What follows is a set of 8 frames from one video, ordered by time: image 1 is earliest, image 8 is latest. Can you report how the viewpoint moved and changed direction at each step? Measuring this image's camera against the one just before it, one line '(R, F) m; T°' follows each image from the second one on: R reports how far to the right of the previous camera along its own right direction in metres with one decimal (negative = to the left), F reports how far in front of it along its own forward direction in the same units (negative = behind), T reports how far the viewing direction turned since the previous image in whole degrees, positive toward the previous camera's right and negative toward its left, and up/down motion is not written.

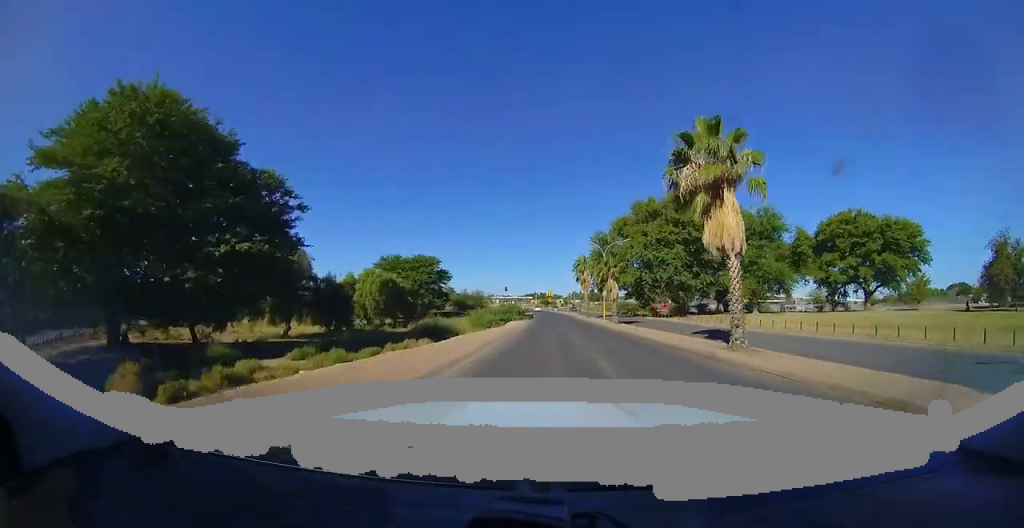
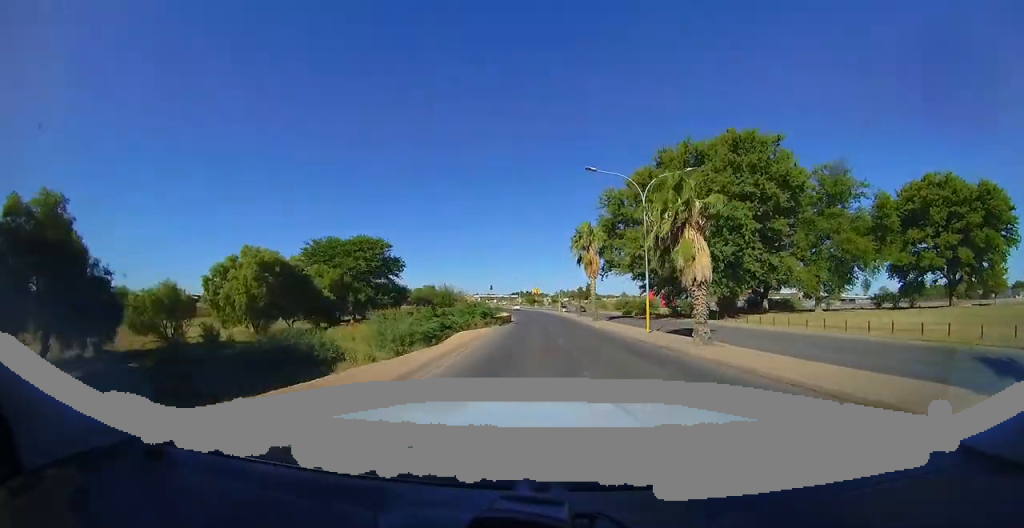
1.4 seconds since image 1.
(0.0, +21.2) m; -1°
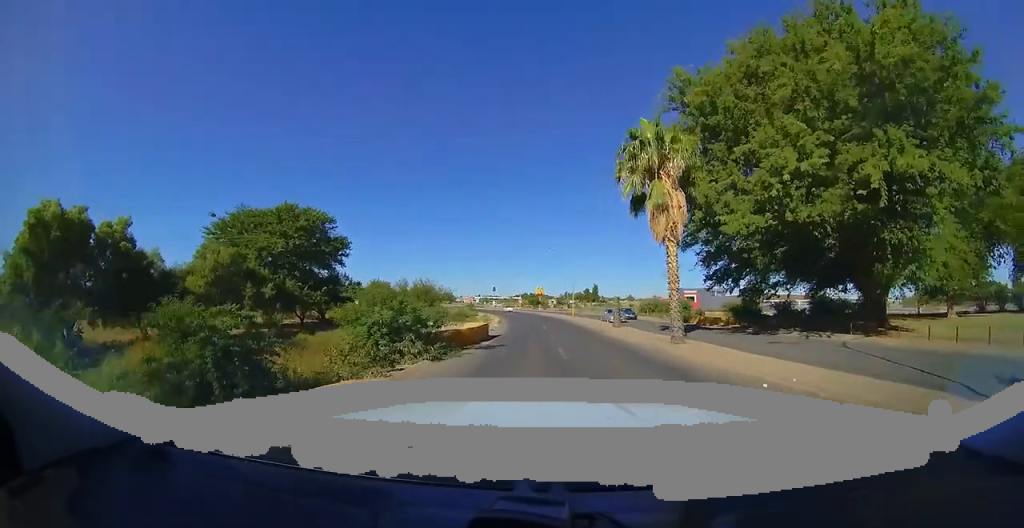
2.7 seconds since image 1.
(-0.3, +19.9) m; -1°
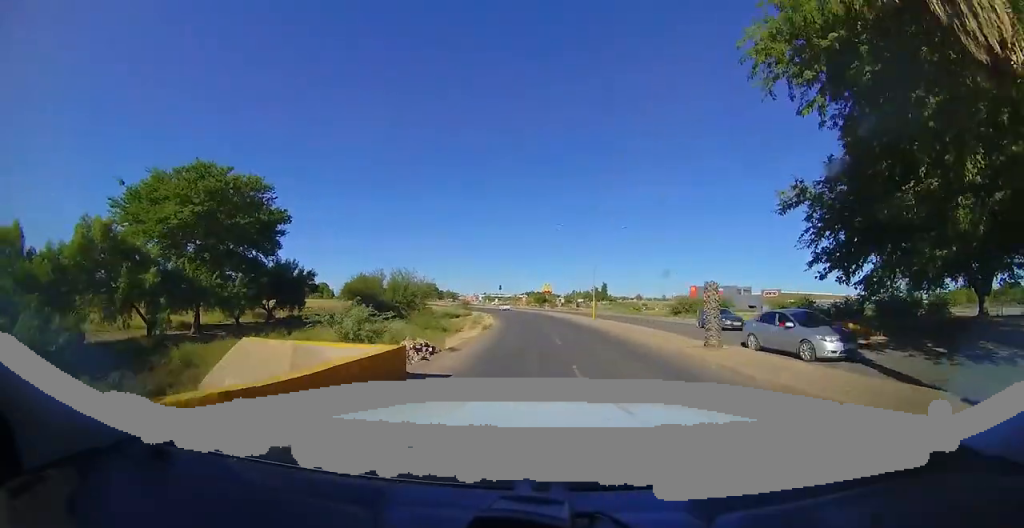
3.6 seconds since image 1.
(0.0, +13.0) m; 0°
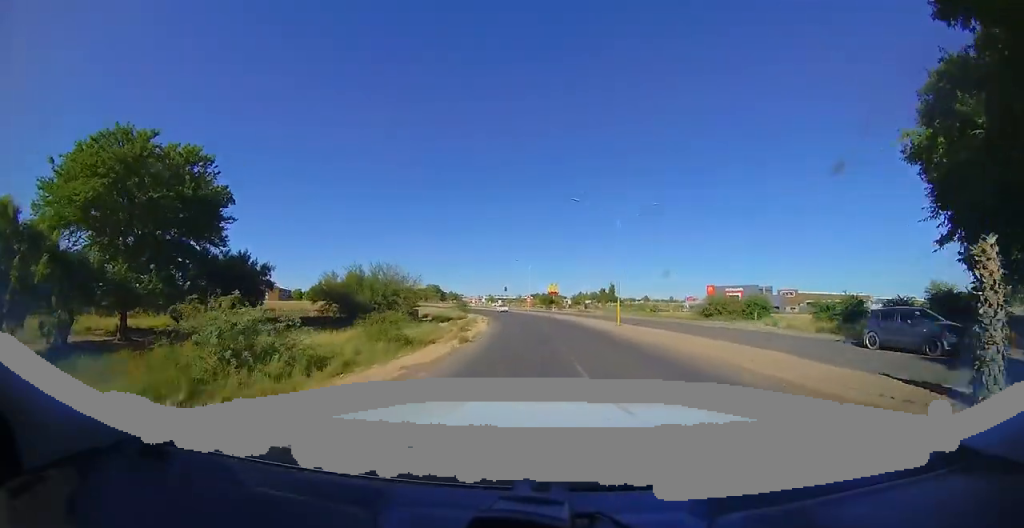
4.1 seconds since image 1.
(0.0, +8.4) m; 0°
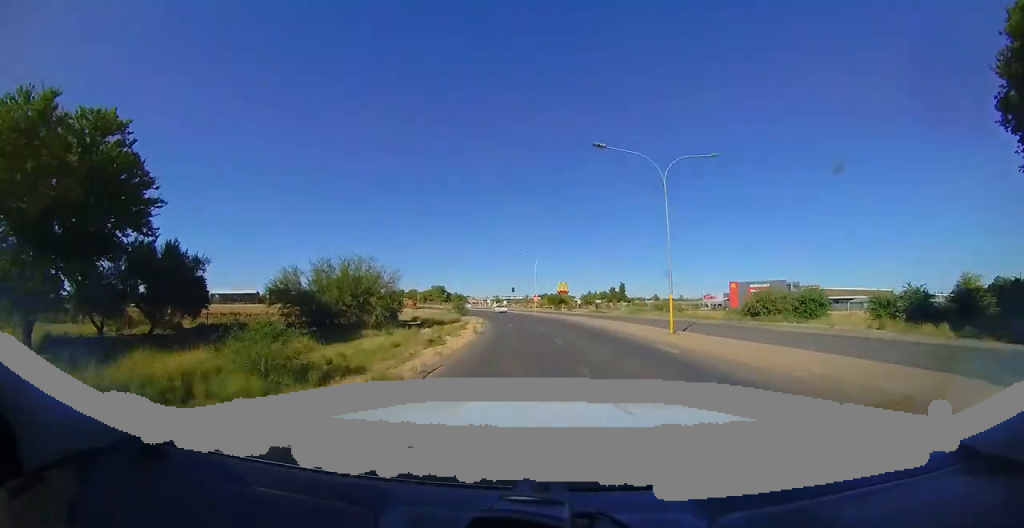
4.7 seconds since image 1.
(+0.1, +9.0) m; -1°
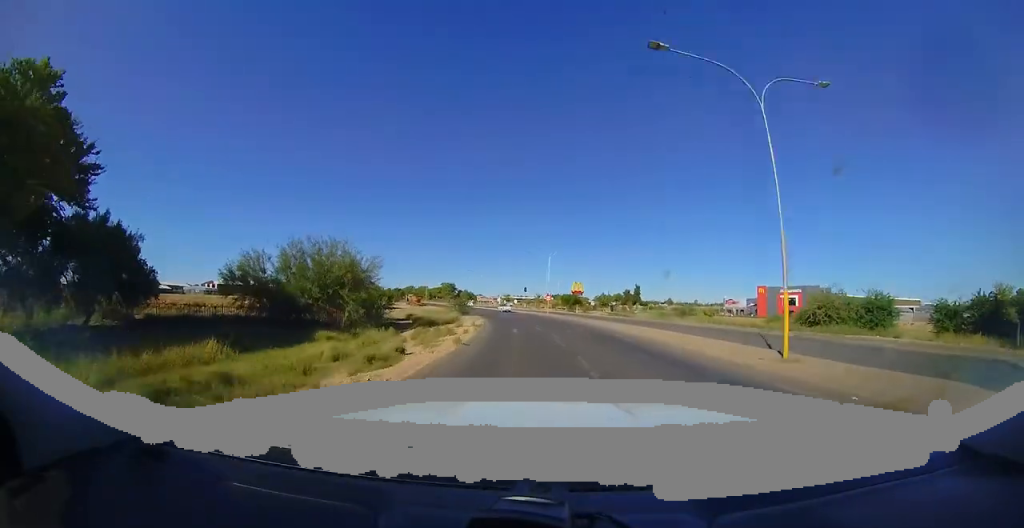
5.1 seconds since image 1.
(-0.1, +7.4) m; -2°
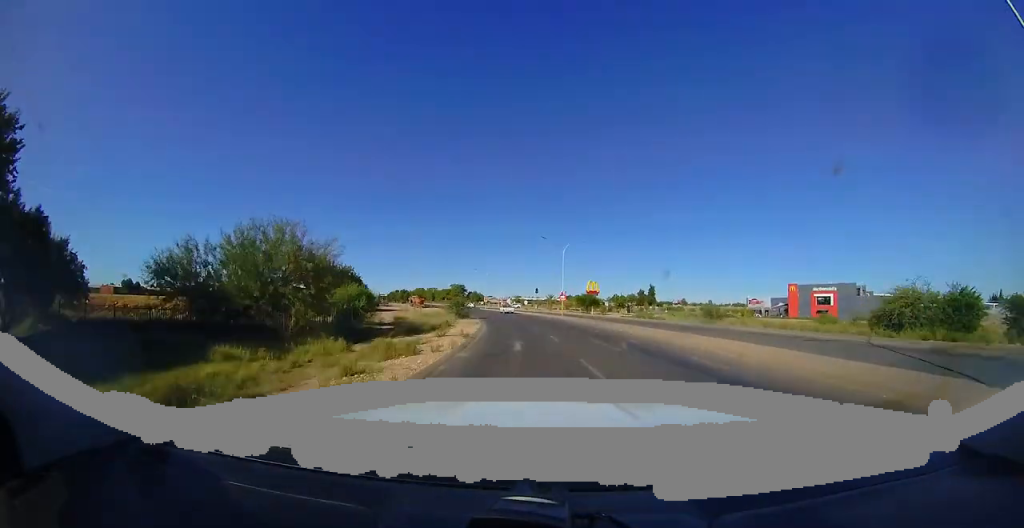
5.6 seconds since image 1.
(0.0, +8.0) m; -3°
